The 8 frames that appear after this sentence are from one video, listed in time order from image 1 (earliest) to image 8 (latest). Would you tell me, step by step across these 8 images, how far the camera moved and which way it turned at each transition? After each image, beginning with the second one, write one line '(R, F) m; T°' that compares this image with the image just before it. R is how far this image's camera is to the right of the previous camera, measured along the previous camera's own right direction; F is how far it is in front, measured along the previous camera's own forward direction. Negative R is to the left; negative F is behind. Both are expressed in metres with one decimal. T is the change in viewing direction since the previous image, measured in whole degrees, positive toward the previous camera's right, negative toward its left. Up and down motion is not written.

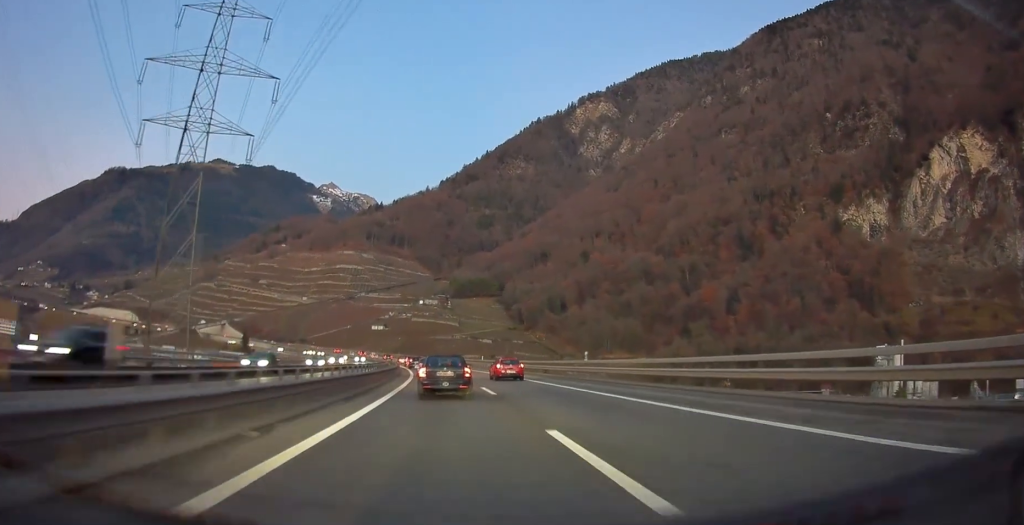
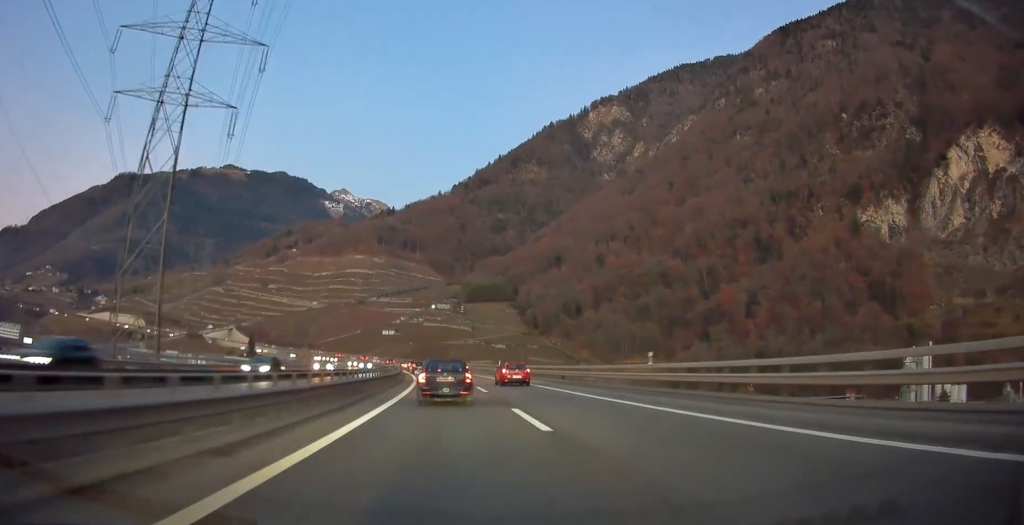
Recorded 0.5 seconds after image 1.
(-0.1, +11.1) m; -1°
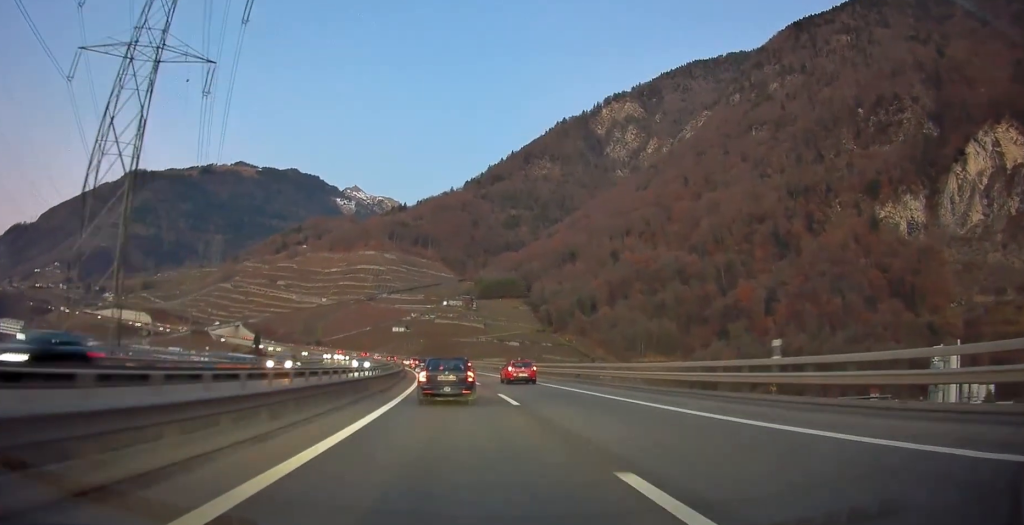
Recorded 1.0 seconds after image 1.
(0.0, +11.8) m; -1°
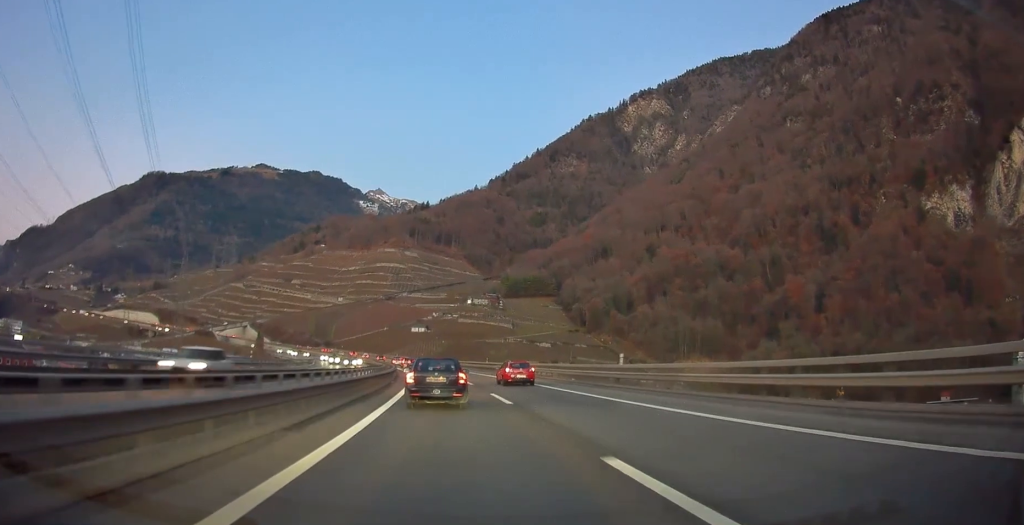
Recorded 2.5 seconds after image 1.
(-1.3, +35.7) m; -4°
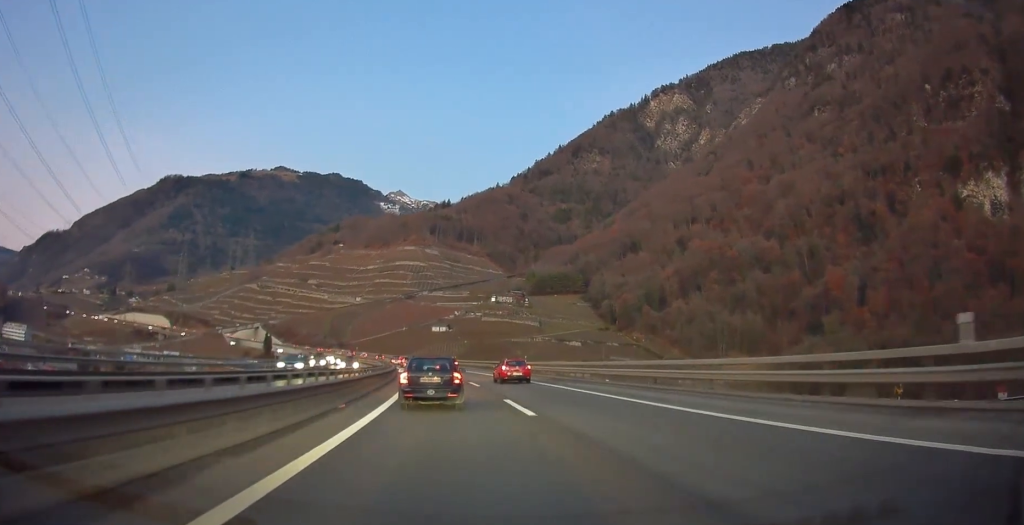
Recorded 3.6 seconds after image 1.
(-0.4, +23.6) m; -2°
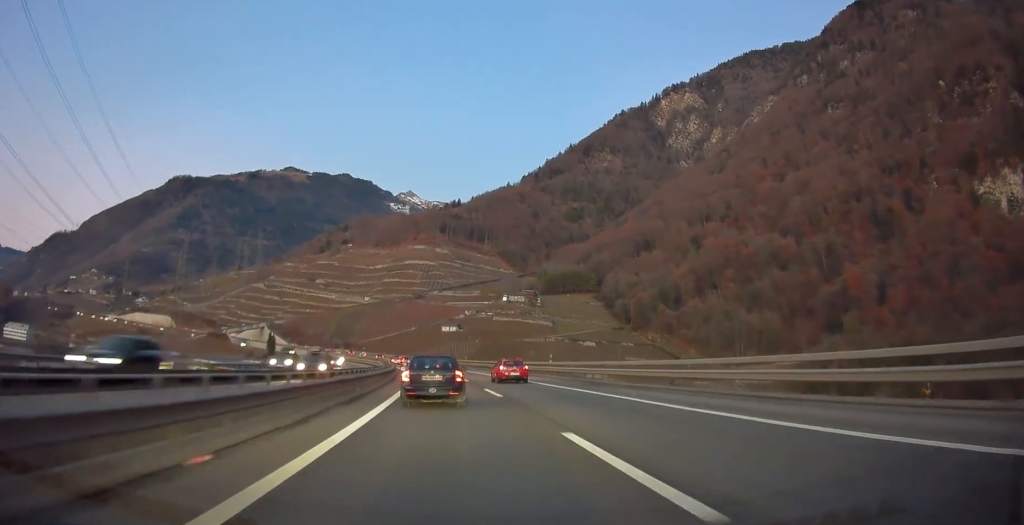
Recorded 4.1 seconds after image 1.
(0.0, +10.9) m; -1°
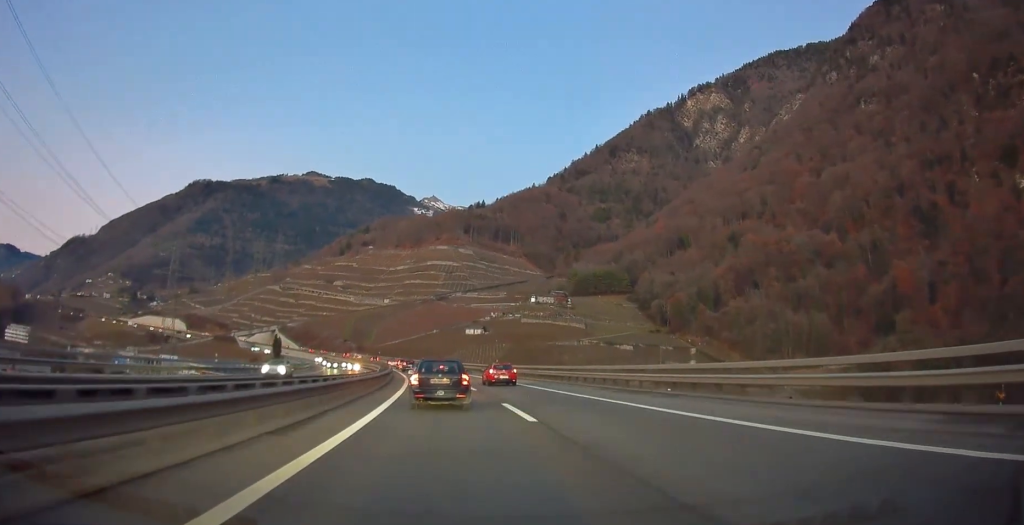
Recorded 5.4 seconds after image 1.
(-0.6, +26.9) m; -2°
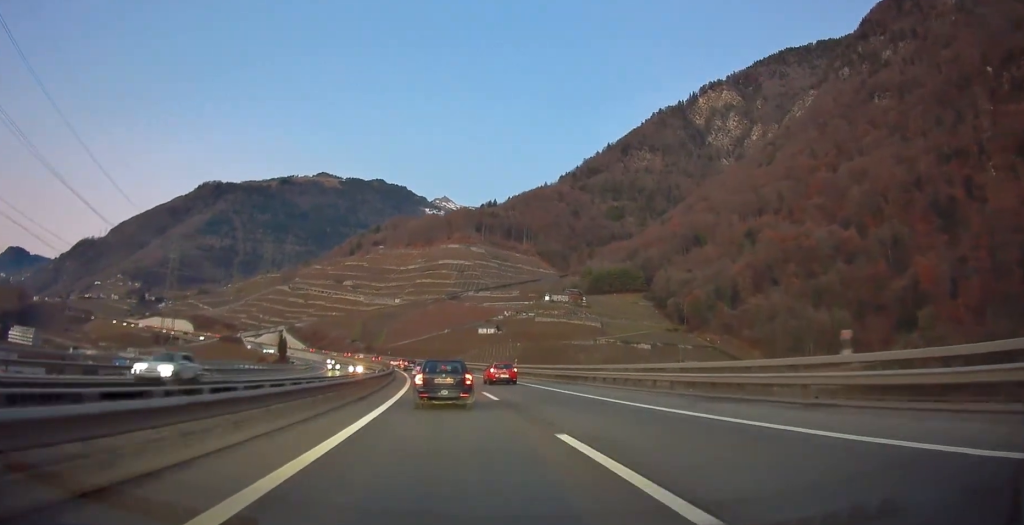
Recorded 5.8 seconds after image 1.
(0.0, +9.0) m; -1°
